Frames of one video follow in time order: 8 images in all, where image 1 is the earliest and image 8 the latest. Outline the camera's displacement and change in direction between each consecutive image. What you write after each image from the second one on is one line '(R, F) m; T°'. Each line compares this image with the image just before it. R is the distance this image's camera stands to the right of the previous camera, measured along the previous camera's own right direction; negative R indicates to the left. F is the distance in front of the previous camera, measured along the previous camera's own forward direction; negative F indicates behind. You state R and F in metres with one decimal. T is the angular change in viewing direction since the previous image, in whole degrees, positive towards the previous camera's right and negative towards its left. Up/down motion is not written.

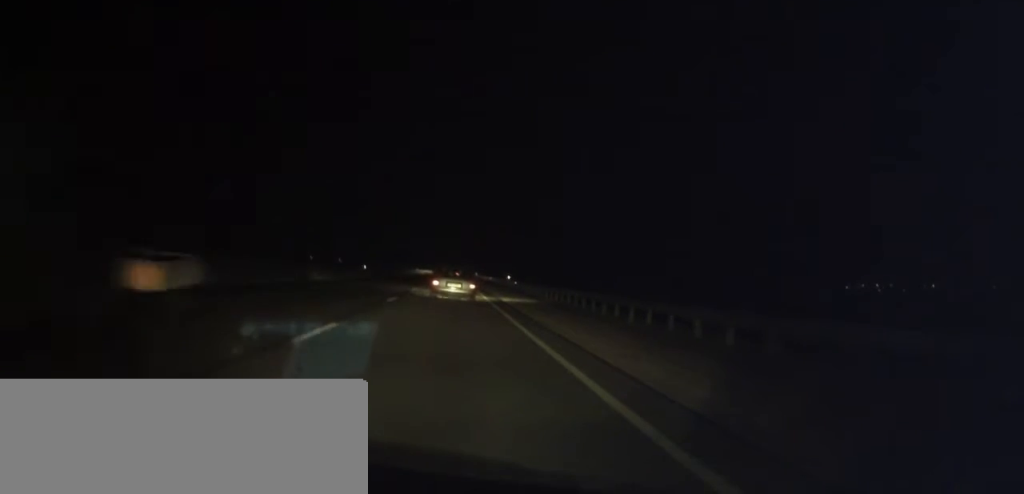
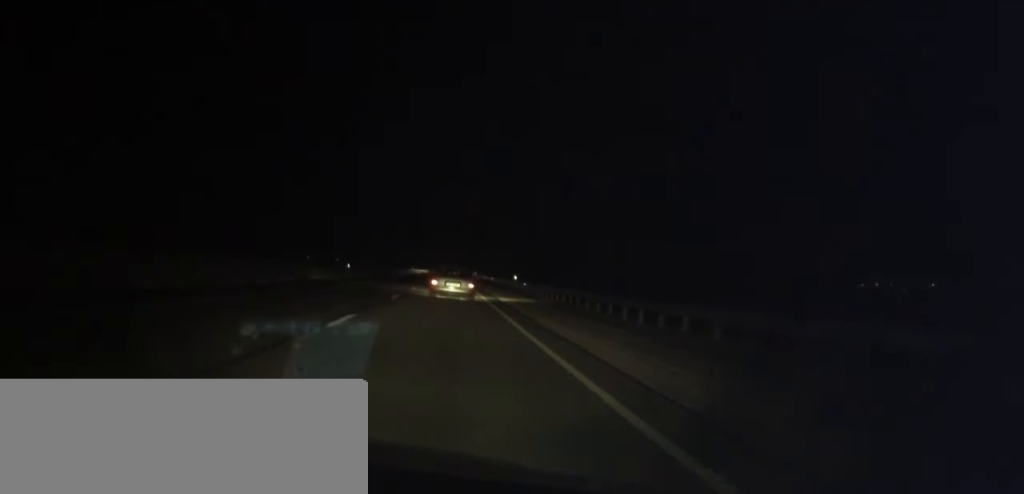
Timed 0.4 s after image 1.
(0.0, +9.5) m; 0°
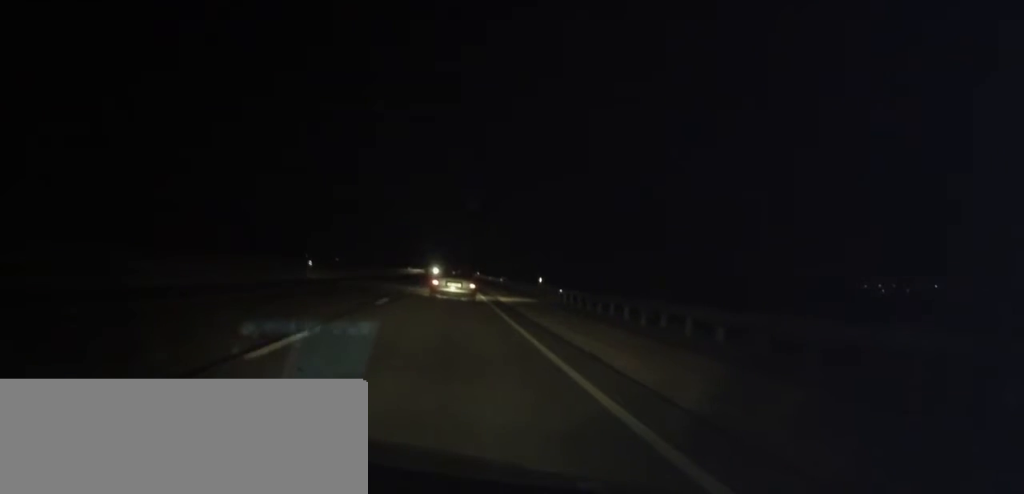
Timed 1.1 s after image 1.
(+0.1, +16.6) m; 0°
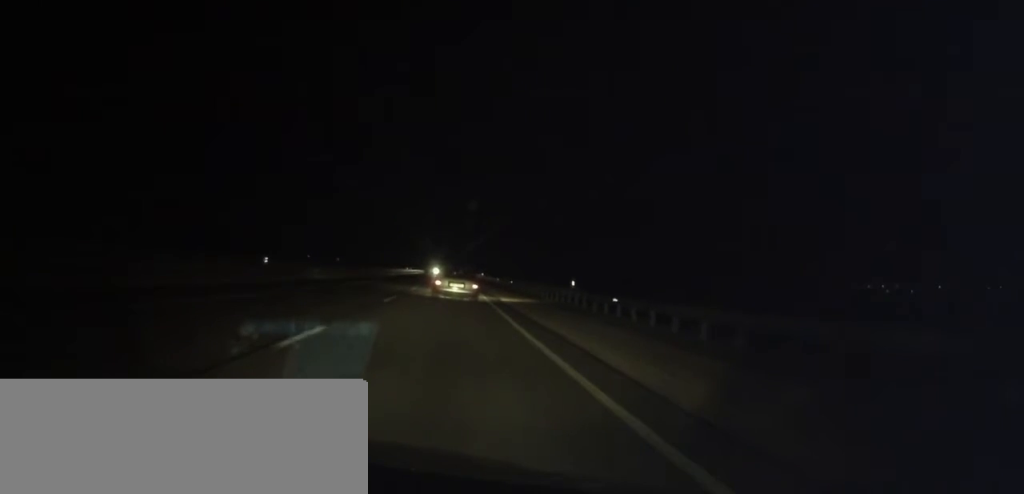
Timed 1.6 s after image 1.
(+0.1, +11.1) m; 0°
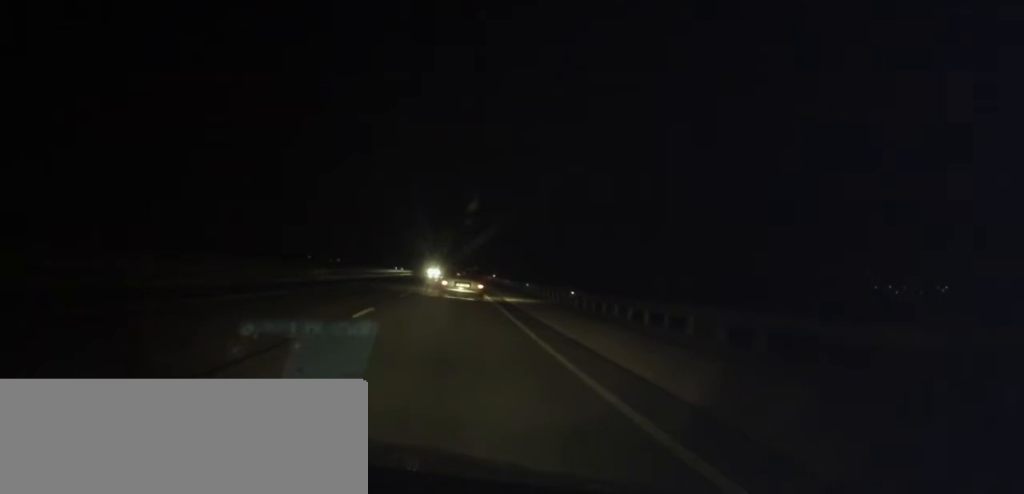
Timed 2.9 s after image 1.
(-0.2, +31.3) m; -1°
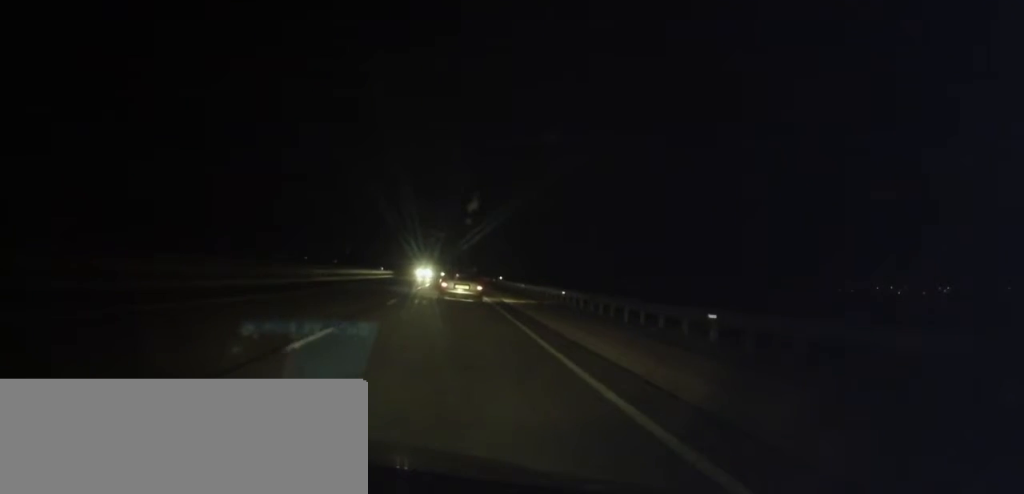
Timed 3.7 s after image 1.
(0.0, +17.9) m; 0°
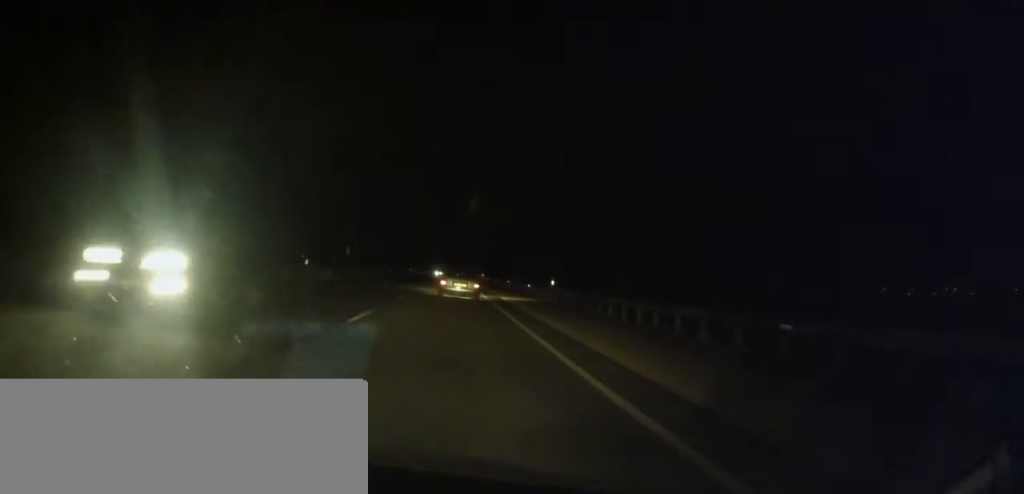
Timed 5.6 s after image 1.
(+0.5, +43.6) m; +1°
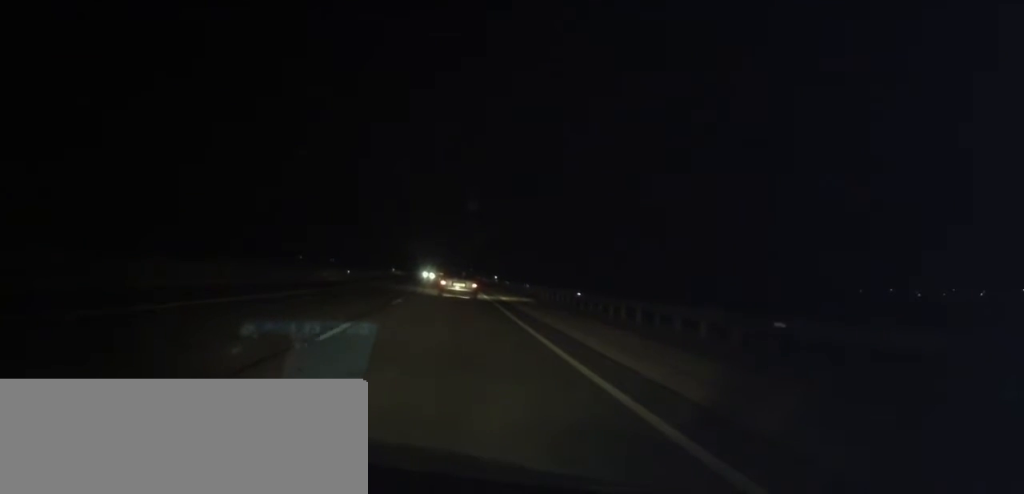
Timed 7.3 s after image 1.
(-0.5, +39.6) m; -1°
